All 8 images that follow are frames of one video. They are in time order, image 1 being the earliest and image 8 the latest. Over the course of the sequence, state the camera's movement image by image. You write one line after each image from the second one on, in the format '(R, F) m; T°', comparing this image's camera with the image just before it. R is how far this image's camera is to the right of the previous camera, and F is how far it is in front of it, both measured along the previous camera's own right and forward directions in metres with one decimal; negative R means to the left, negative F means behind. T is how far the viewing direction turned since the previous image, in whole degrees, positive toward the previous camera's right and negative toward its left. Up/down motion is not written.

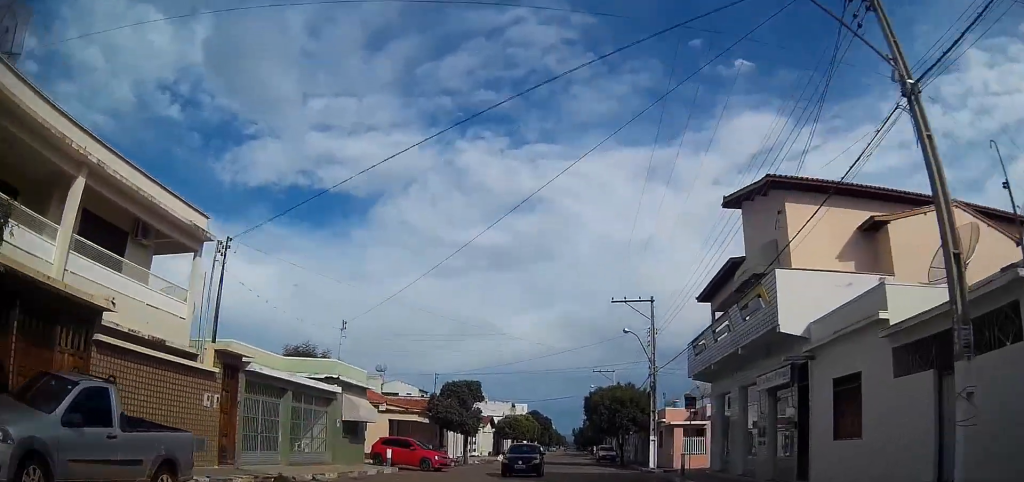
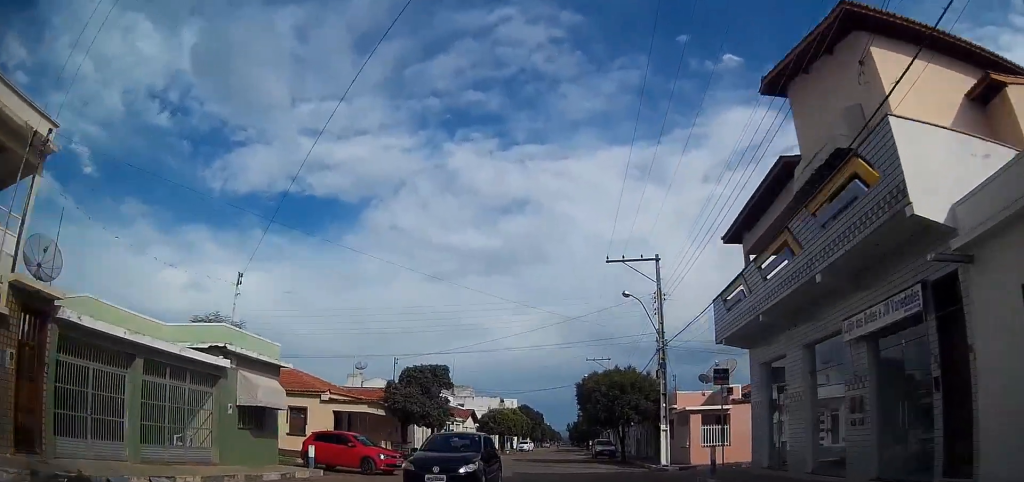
(0.0, +7.0) m; 0°
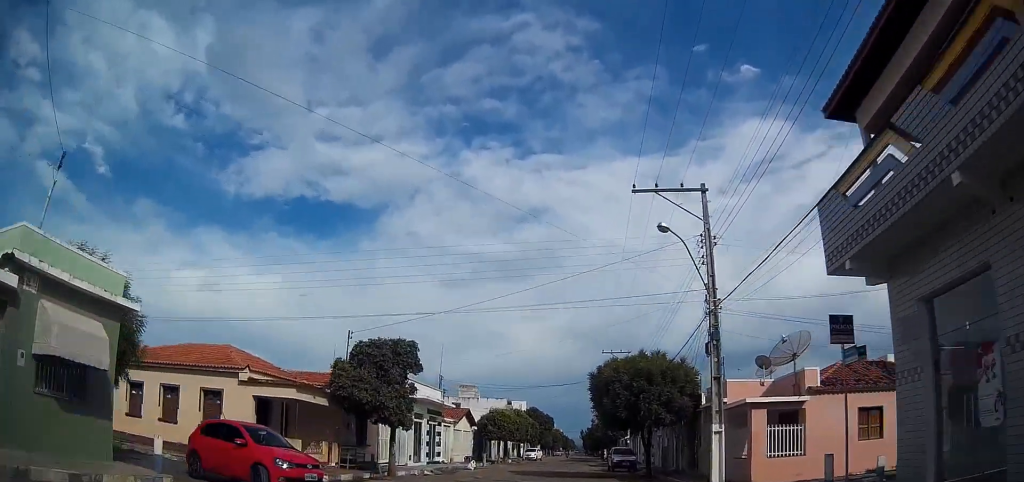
(+0.1, +8.9) m; 0°
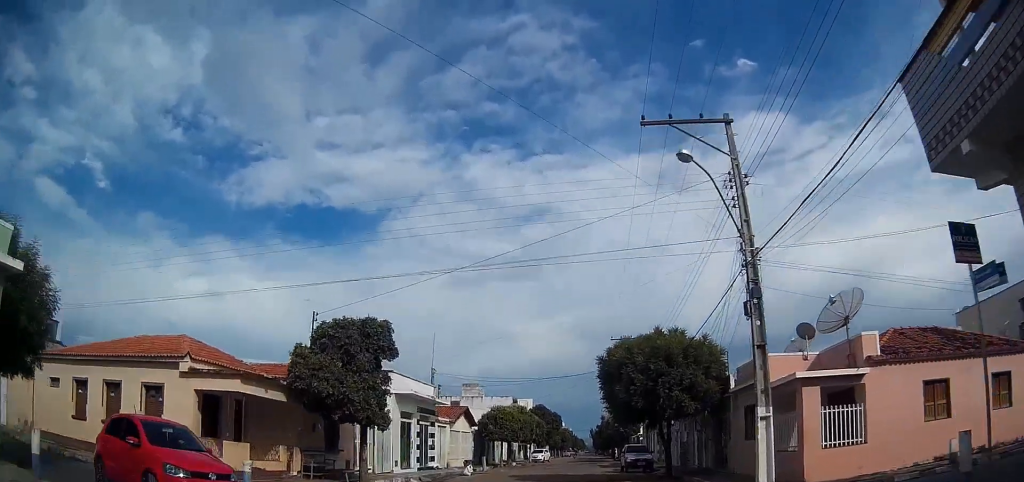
(0.0, +4.2) m; -1°
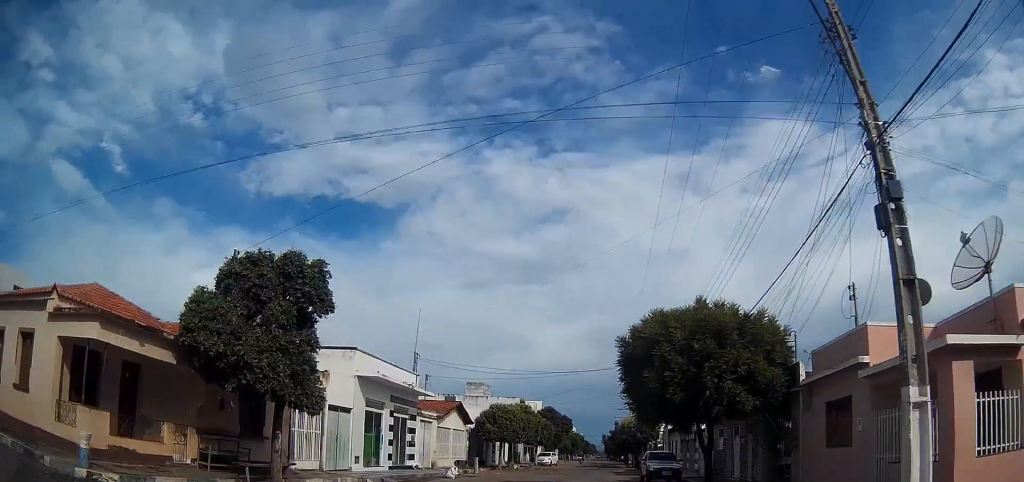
(-0.1, +6.7) m; -1°
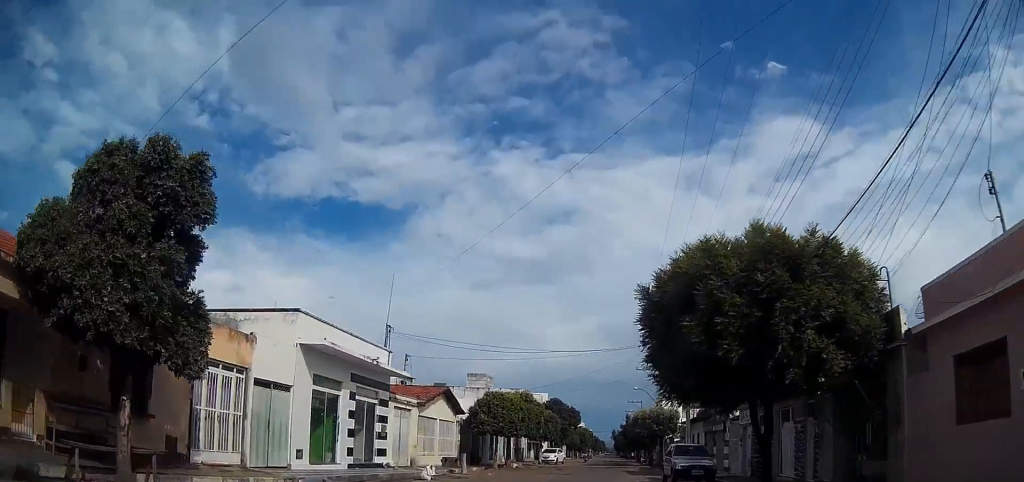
(-0.2, +5.5) m; 0°
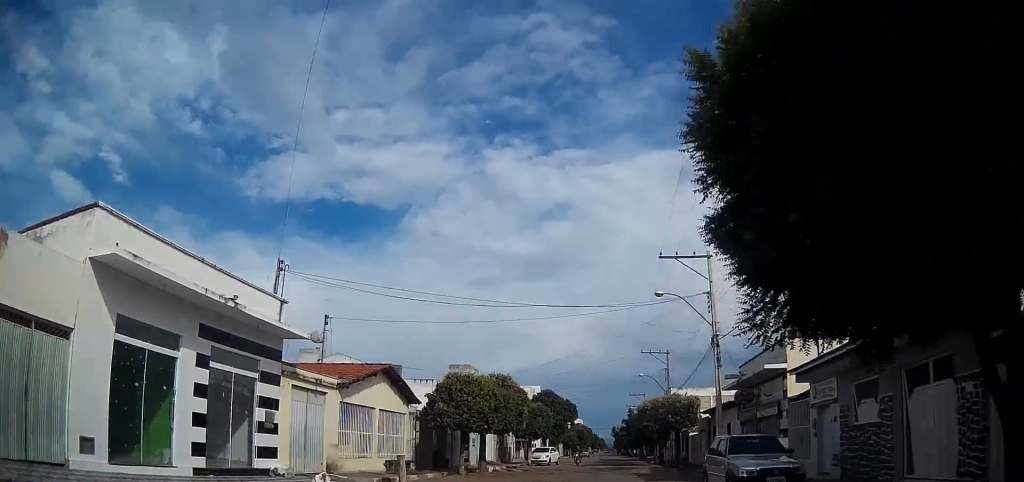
(+0.3, +8.2) m; -1°
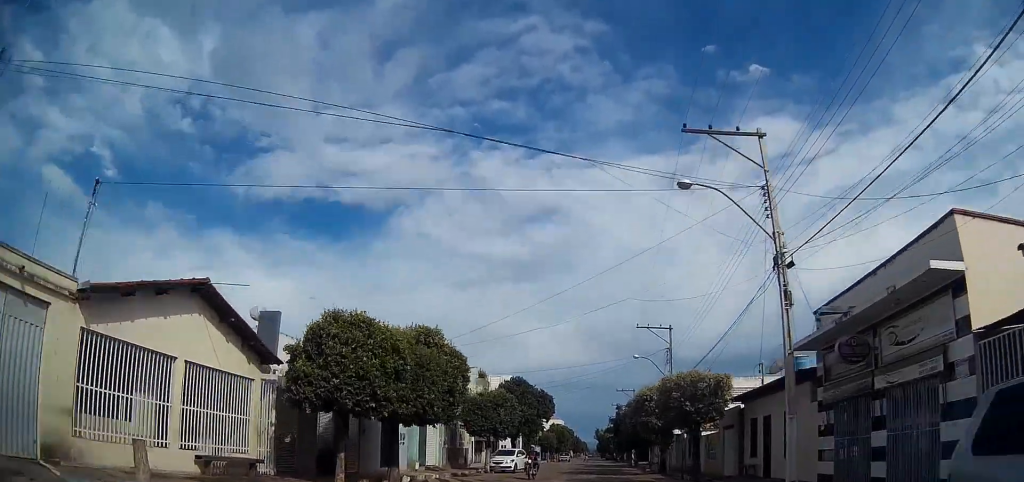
(-0.5, +11.0) m; -4°
